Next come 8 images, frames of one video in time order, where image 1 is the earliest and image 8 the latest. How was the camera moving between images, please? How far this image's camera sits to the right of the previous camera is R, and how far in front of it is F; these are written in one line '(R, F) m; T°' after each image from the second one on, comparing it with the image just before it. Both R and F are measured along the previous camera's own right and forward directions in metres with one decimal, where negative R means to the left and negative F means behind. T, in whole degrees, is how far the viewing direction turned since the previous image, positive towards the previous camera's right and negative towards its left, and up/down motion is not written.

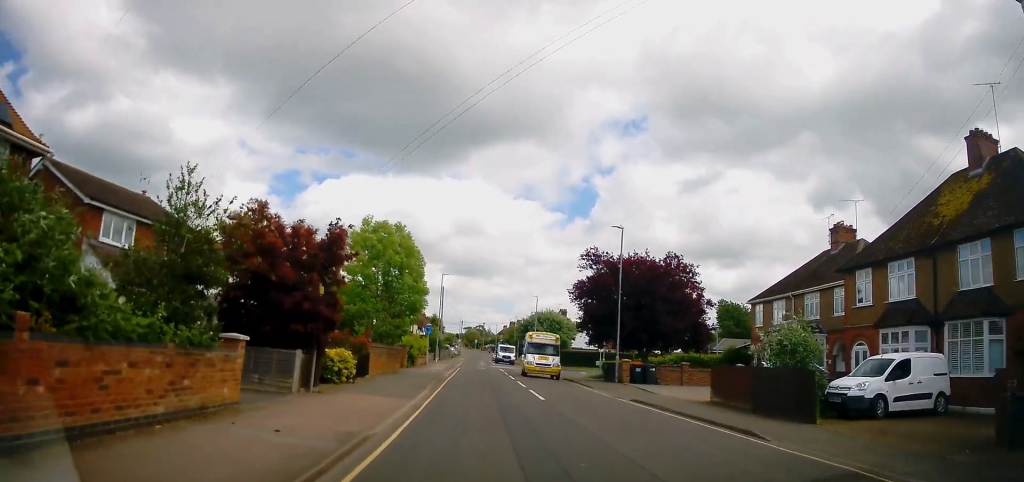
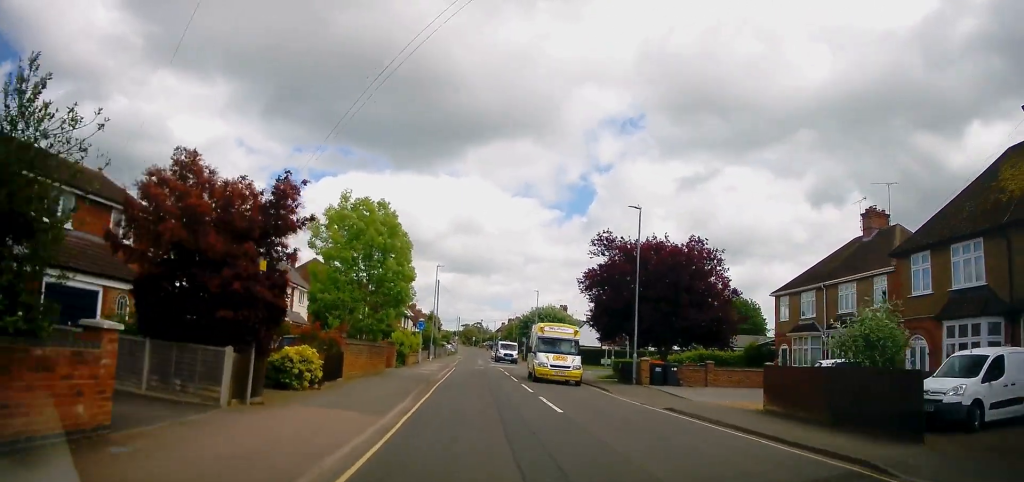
(+0.1, +3.8) m; -2°
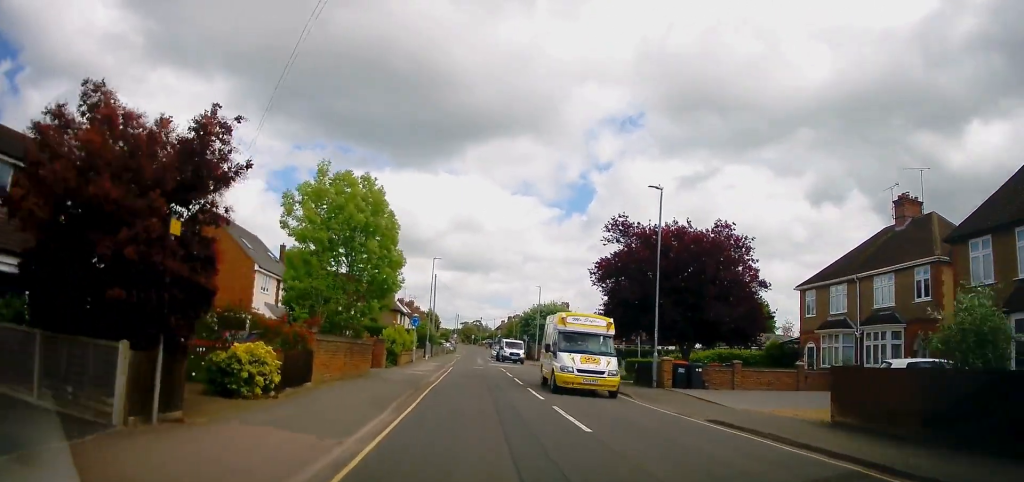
(-0.1, +3.1) m; 0°
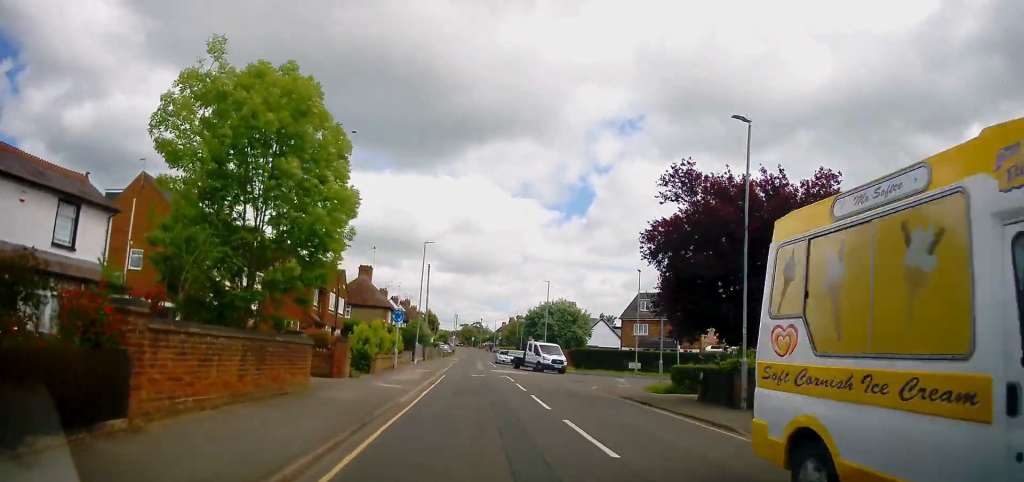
(-0.2, +8.0) m; +2°
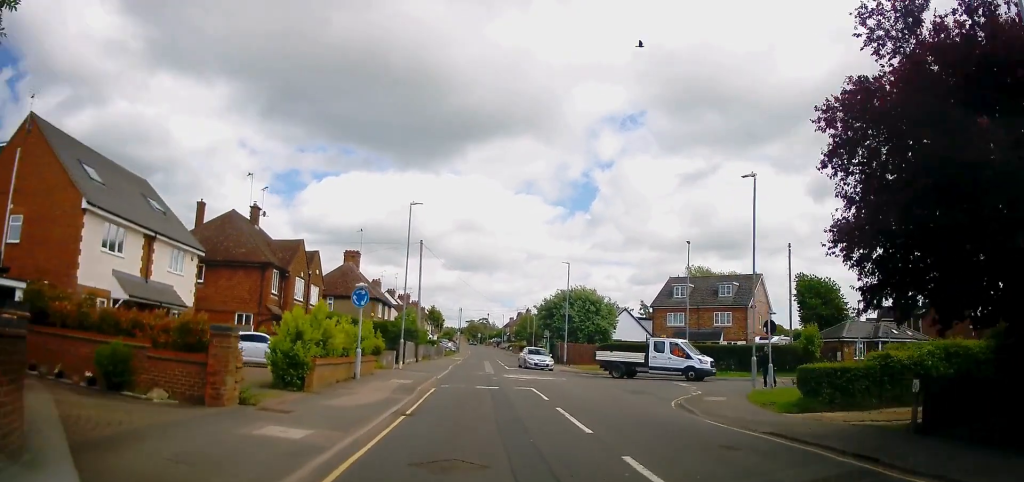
(+0.5, +10.2) m; 0°
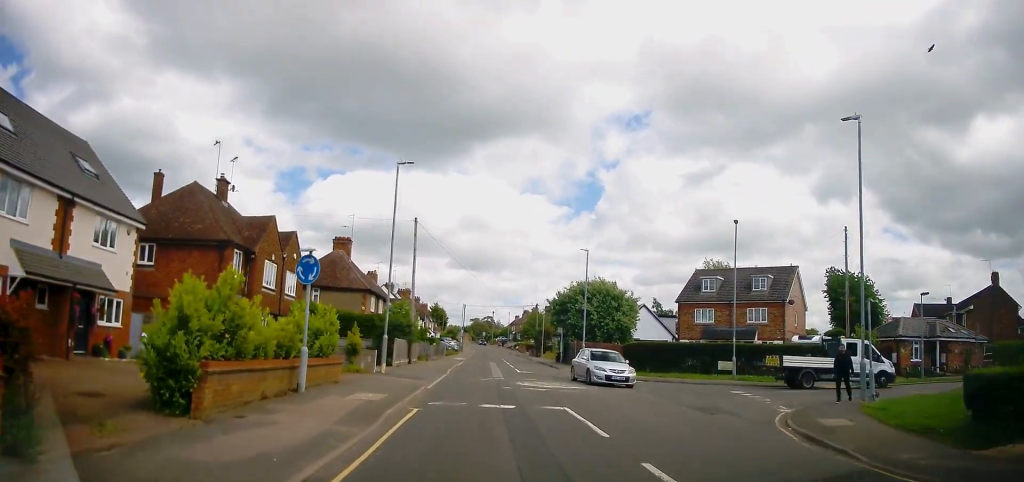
(-0.4, +6.6) m; 0°
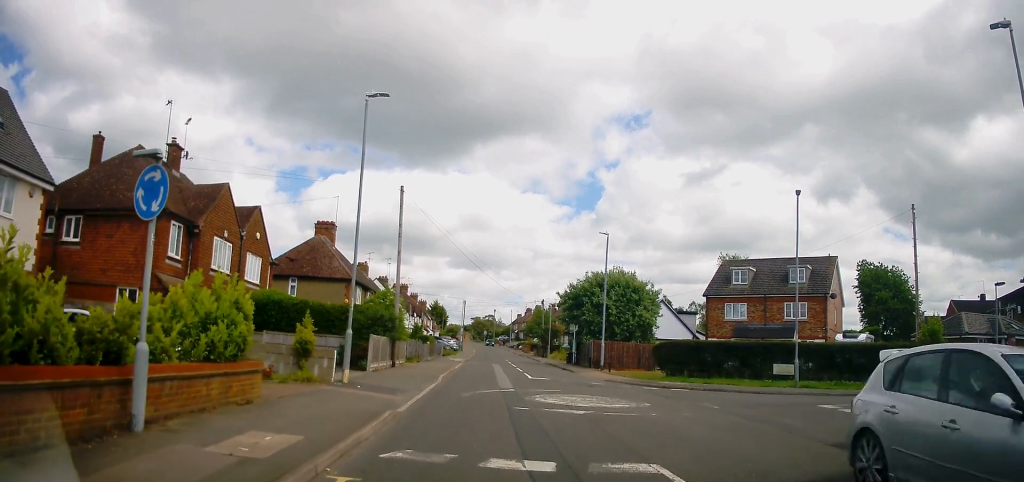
(+0.4, +6.5) m; -2°
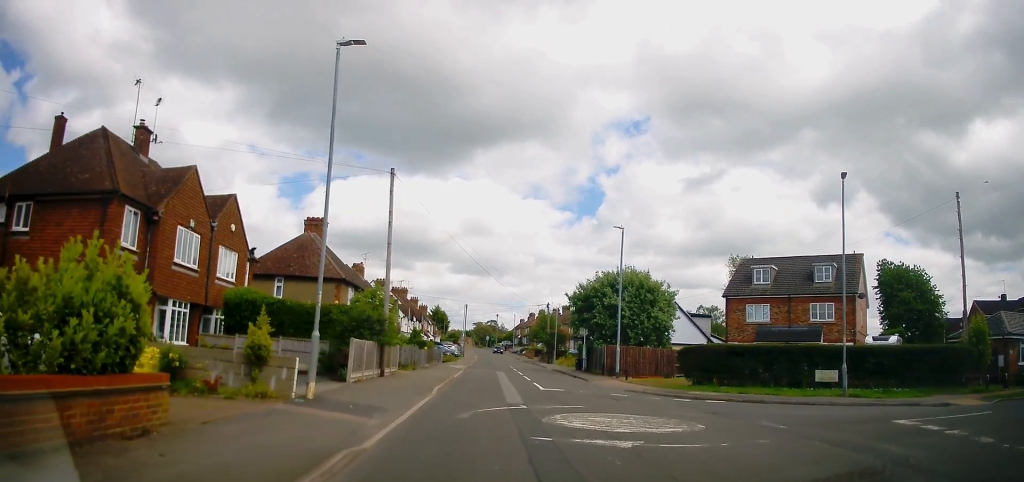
(-0.3, +3.8) m; -4°
